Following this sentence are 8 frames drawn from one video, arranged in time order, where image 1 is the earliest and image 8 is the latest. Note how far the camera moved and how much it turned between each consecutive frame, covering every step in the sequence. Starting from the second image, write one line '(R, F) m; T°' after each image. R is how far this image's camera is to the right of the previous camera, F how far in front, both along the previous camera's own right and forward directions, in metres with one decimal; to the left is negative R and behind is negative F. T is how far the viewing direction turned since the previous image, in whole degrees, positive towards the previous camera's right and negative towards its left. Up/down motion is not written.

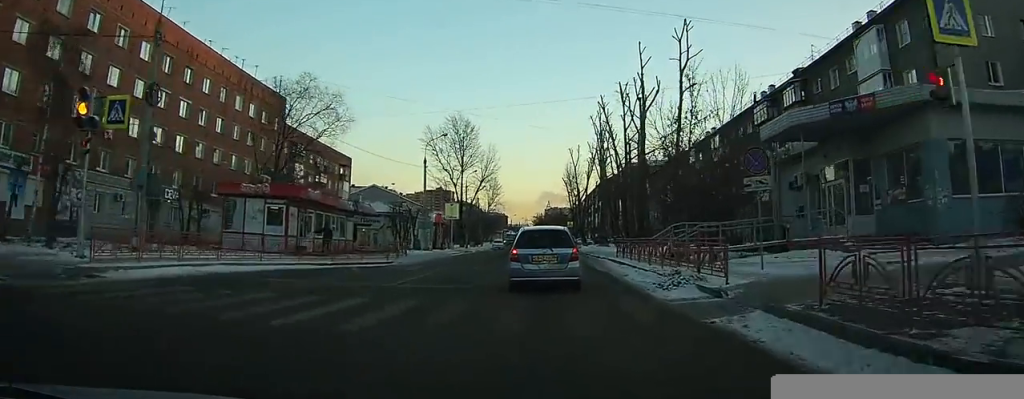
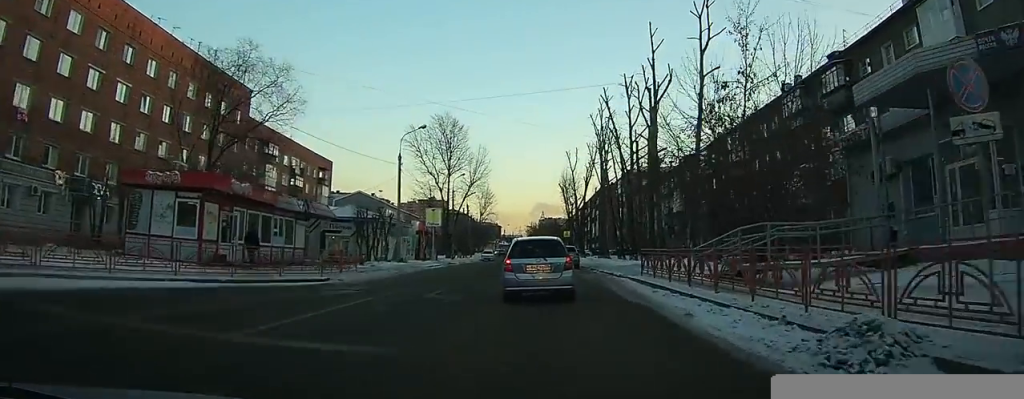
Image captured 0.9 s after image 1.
(+0.1, +8.1) m; +2°
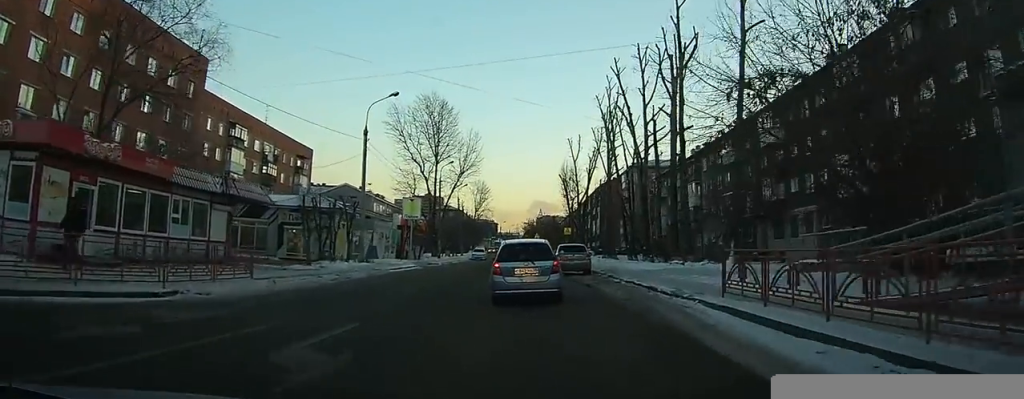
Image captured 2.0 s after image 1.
(+0.1, +9.3) m; 0°
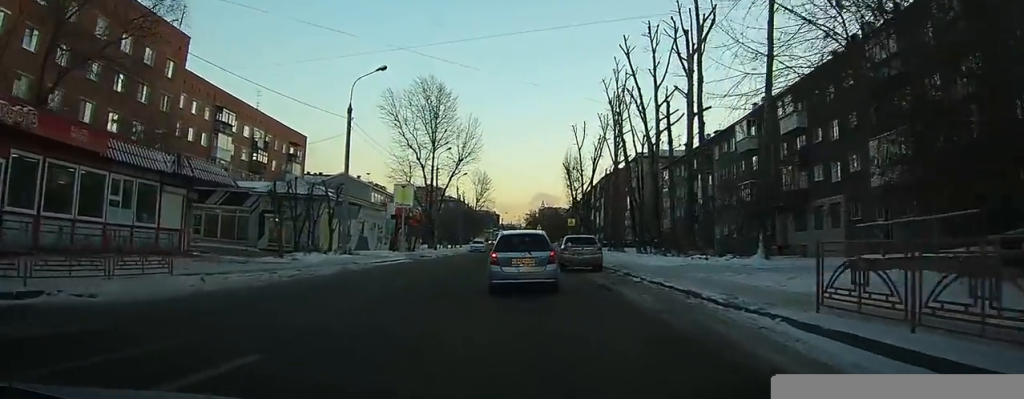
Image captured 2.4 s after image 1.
(0.0, +4.0) m; -1°
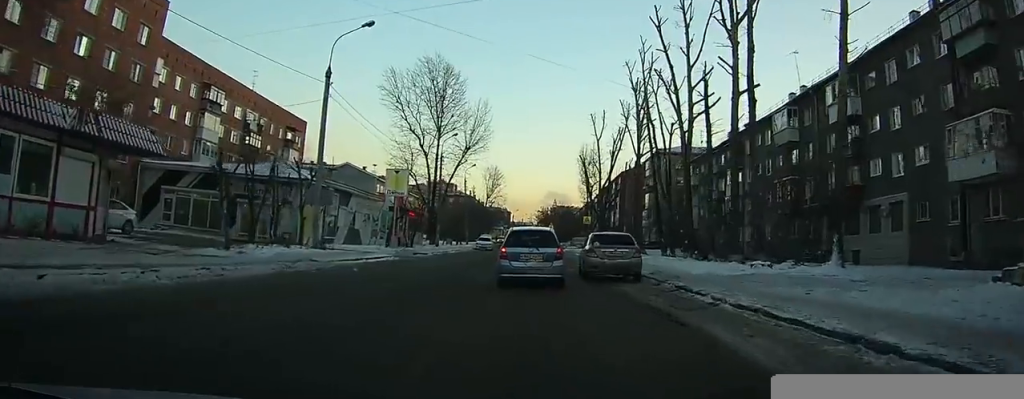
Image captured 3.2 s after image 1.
(-0.1, +6.5) m; -1°
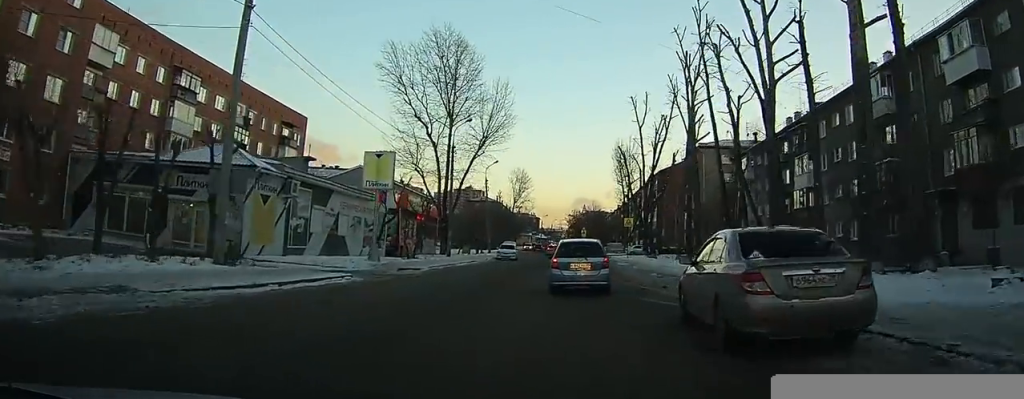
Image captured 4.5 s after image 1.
(-0.2, +11.5) m; -1°
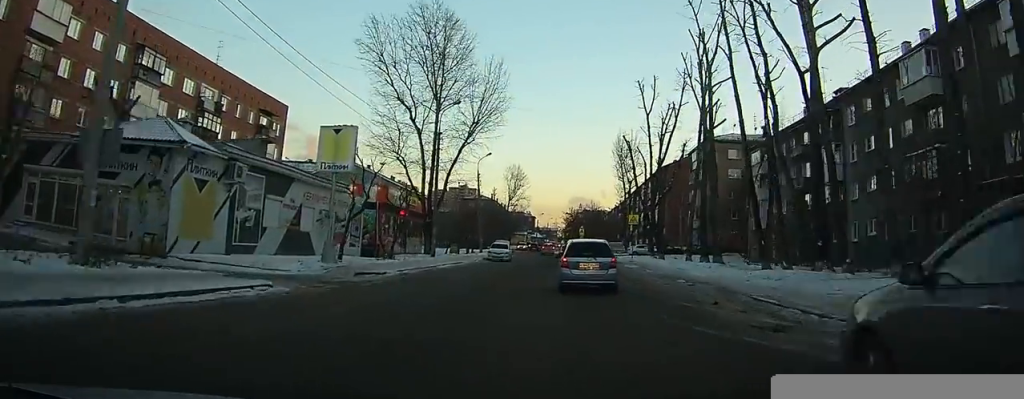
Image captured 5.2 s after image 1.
(0.0, +6.2) m; 0°
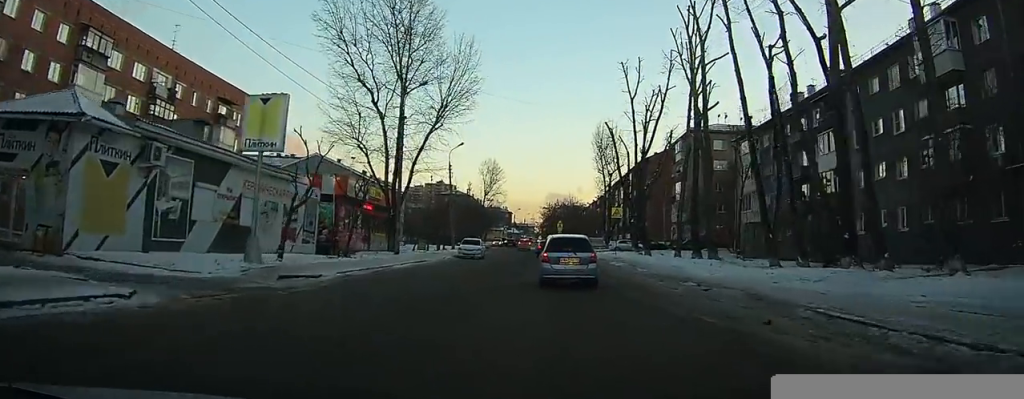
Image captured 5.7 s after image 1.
(0.0, +4.8) m; 0°
